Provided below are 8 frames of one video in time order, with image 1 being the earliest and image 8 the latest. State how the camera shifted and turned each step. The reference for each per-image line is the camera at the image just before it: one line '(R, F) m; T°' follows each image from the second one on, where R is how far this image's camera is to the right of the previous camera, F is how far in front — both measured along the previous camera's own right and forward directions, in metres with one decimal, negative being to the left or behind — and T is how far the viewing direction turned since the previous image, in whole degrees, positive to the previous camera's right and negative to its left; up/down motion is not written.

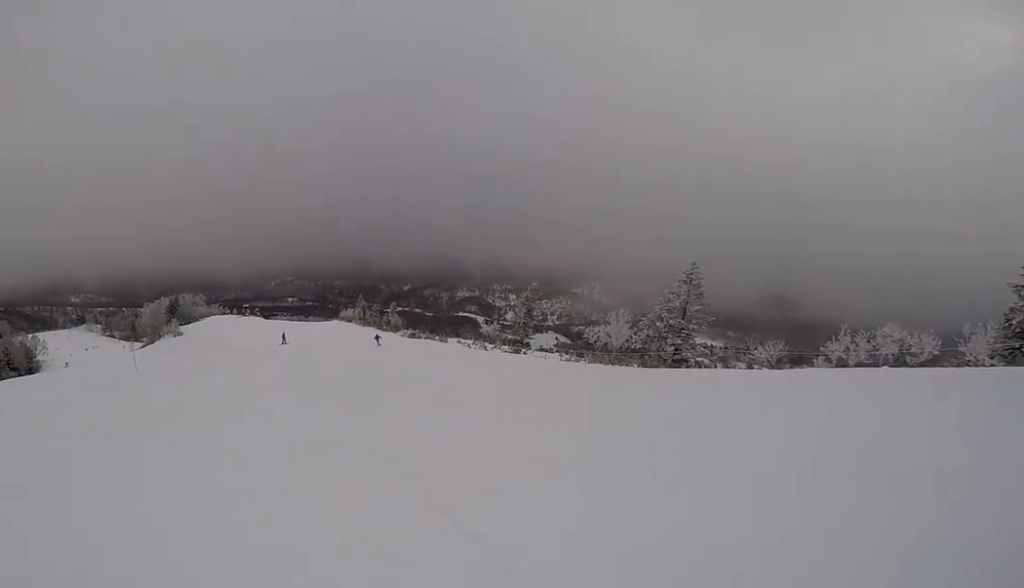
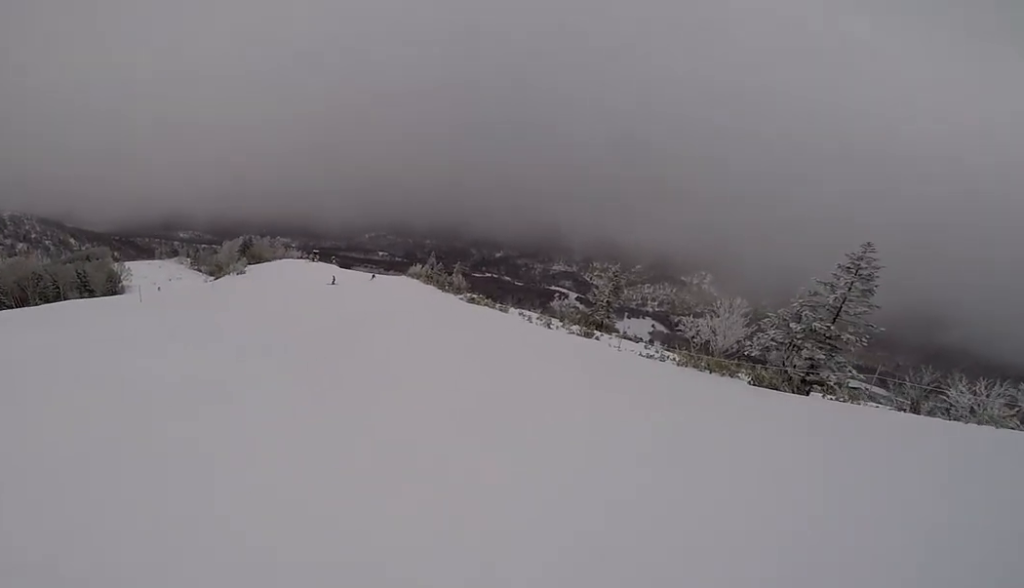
(-6.2, +8.3) m; -50°
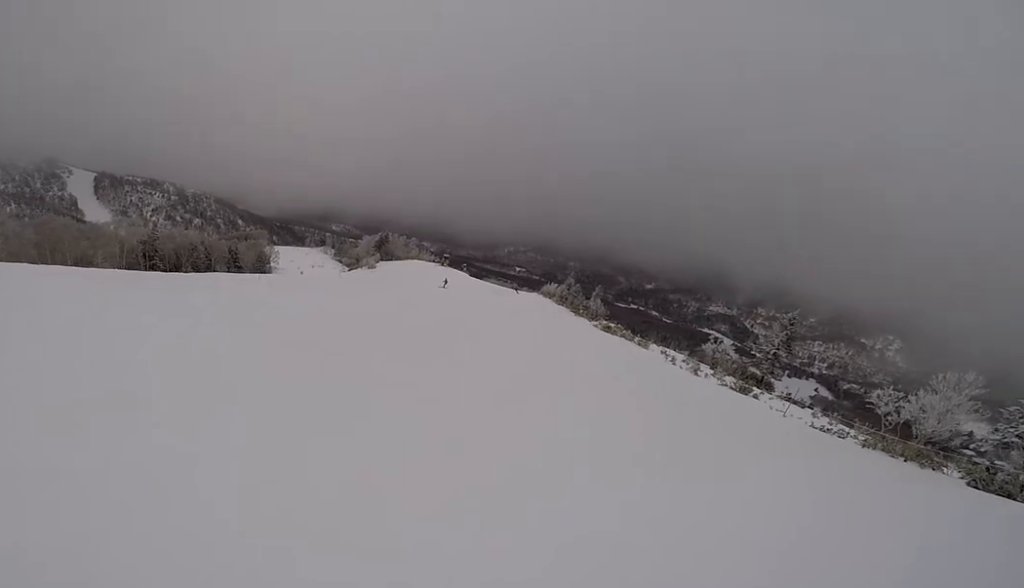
(+0.1, +3.4) m; -8°
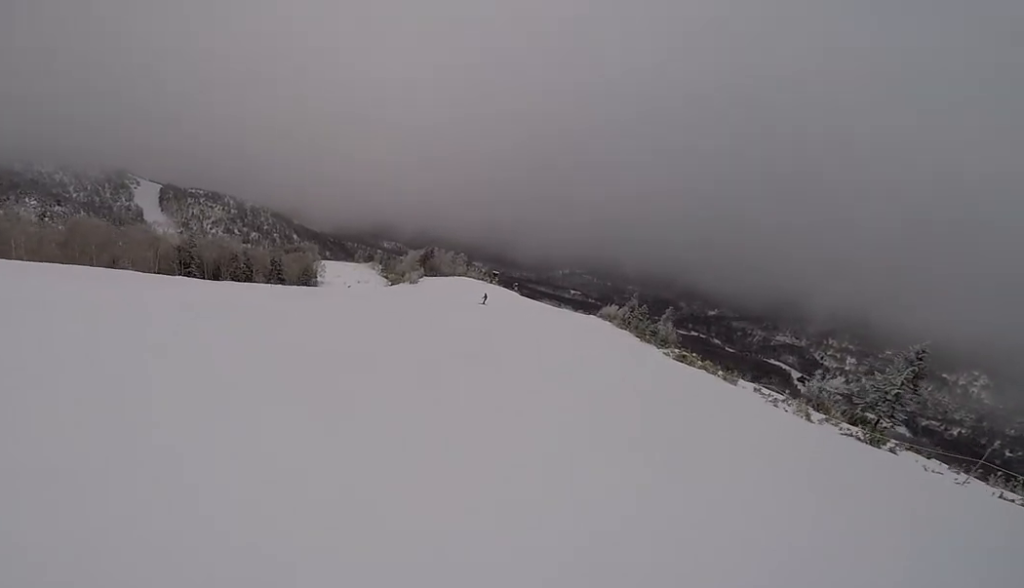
(-0.9, +5.7) m; -20°
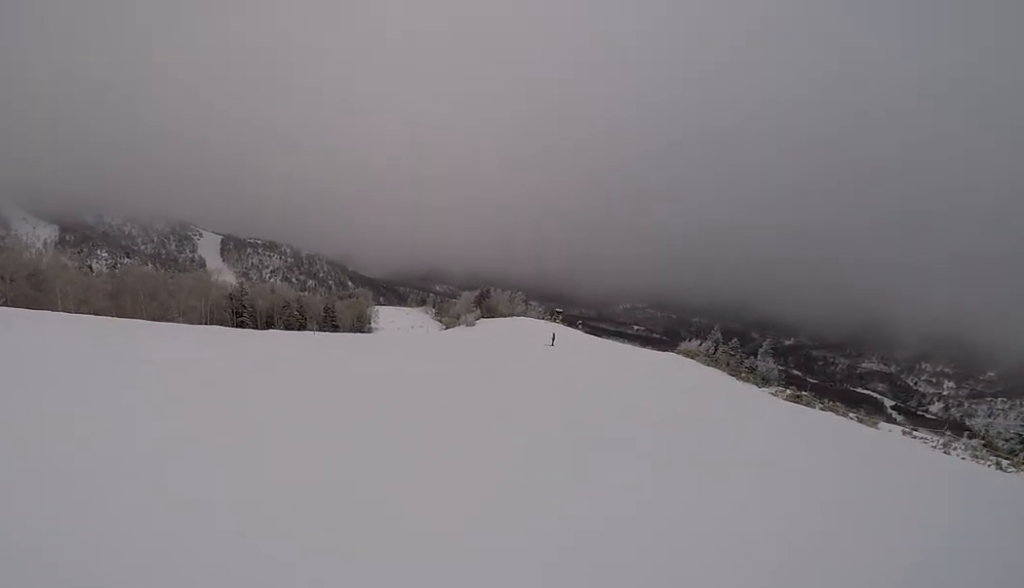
(-0.8, +3.9) m; -10°
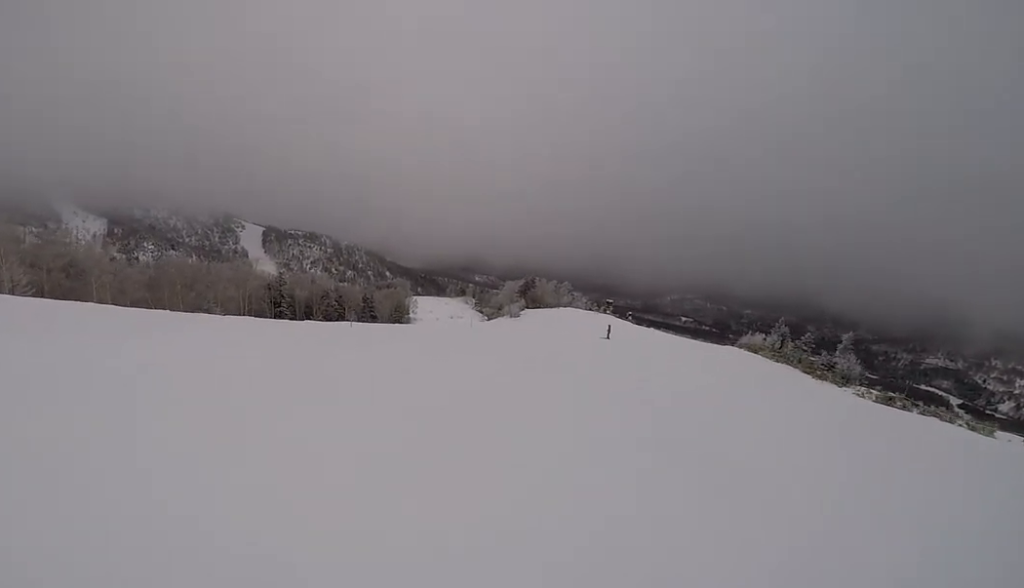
(-0.1, +2.5) m; -1°
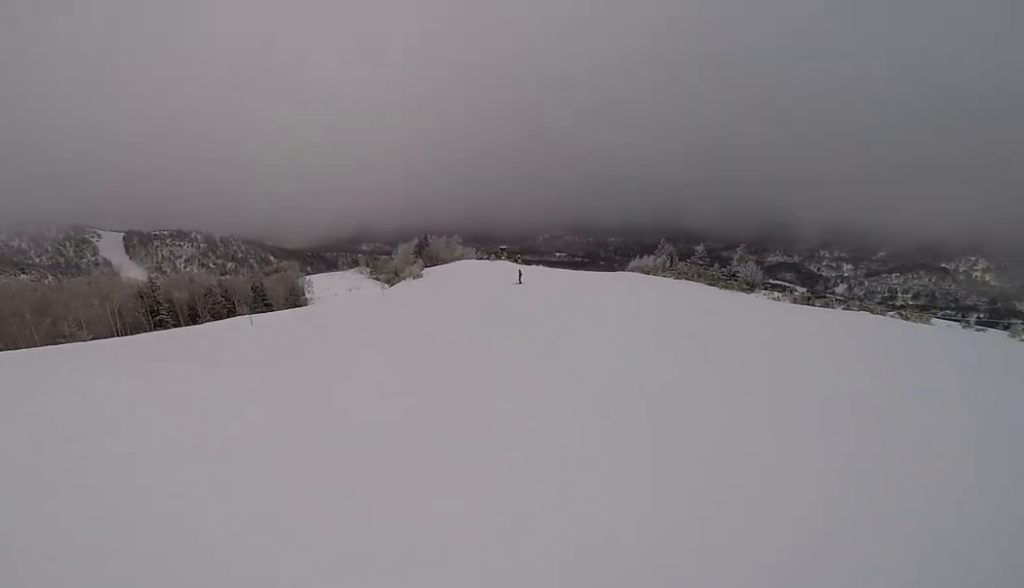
(-0.5, +4.6) m; +13°
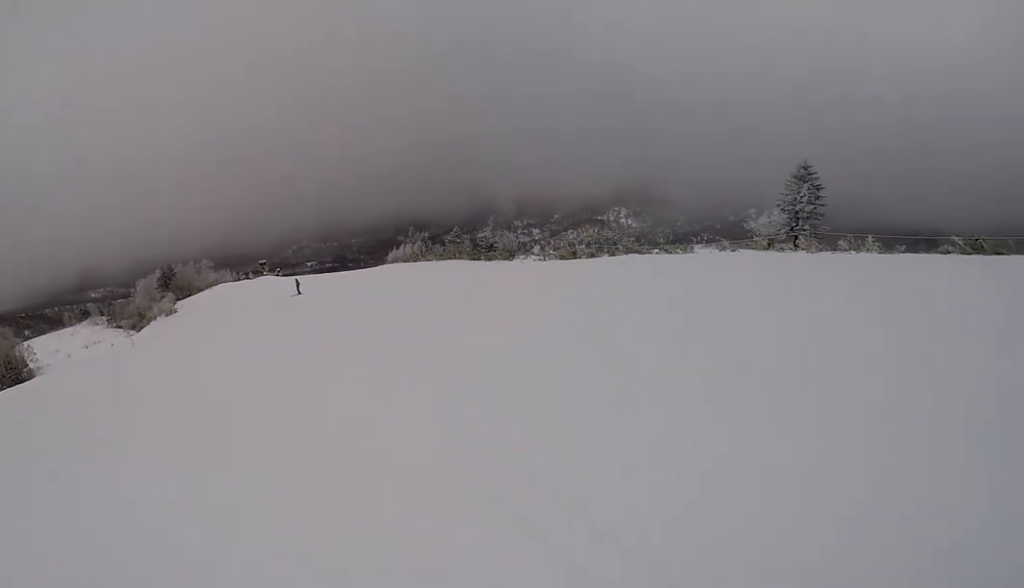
(+1.9, +5.1) m; +27°
